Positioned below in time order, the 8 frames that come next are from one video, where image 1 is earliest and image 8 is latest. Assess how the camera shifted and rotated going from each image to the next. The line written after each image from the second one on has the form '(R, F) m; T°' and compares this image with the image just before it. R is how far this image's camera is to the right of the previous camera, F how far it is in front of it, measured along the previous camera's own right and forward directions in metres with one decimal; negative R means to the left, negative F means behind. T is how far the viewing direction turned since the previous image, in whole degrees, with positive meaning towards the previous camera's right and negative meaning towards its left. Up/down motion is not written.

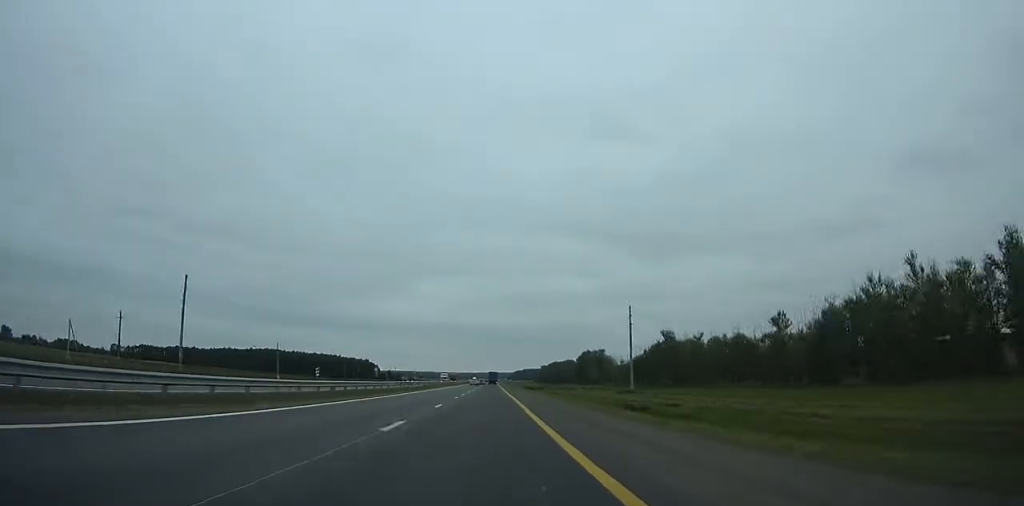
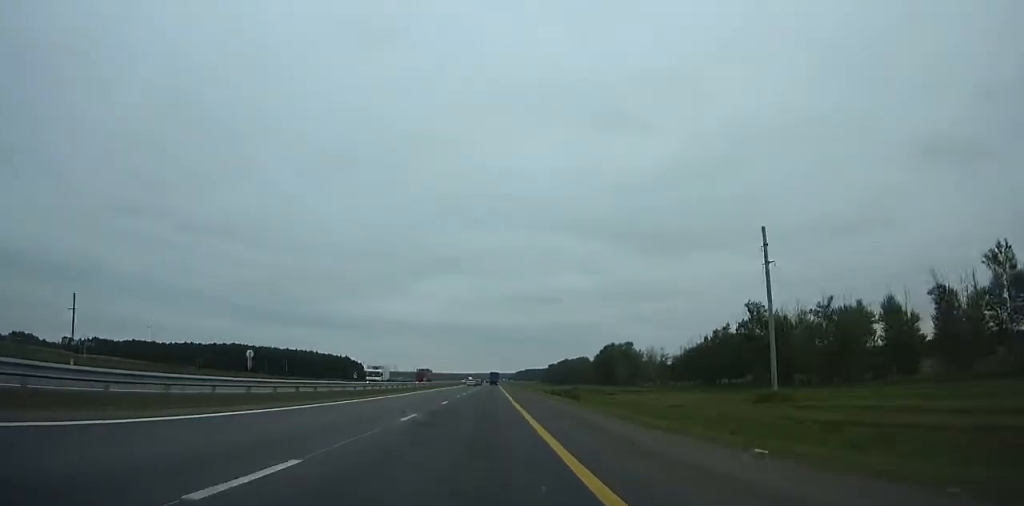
(-0.2, +67.3) m; 0°
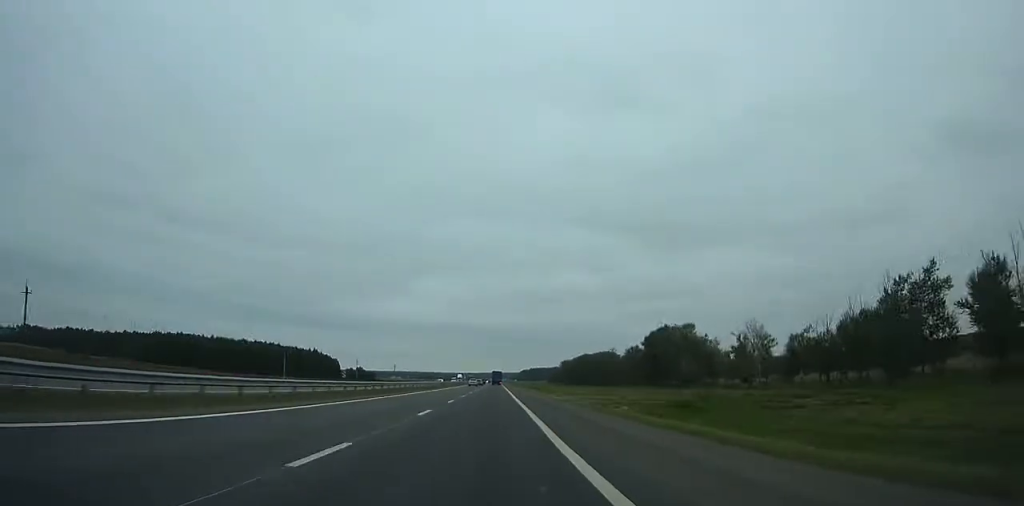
(-0.2, +82.0) m; 0°
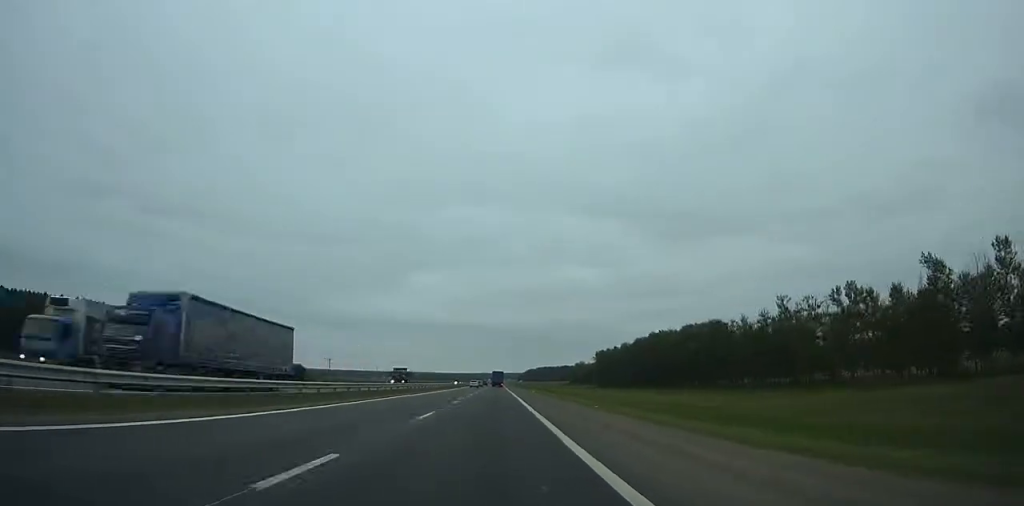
(-0.1, +172.0) m; 0°
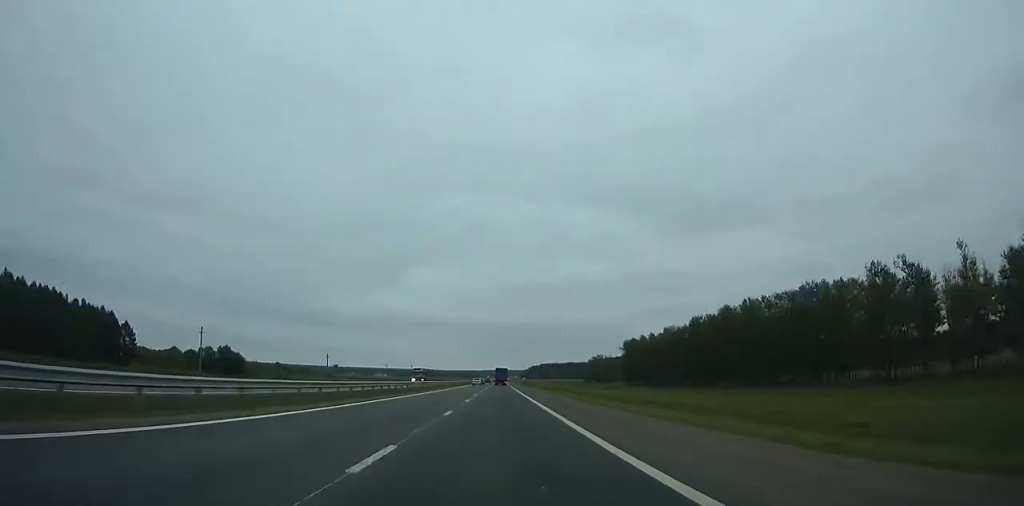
(-0.2, +69.7) m; 0°
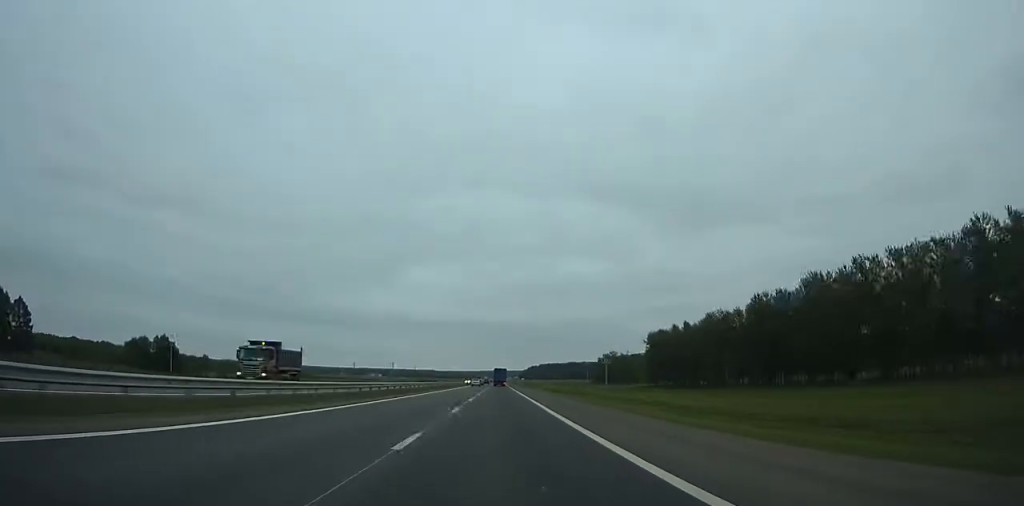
(0.0, +46.4) m; 0°
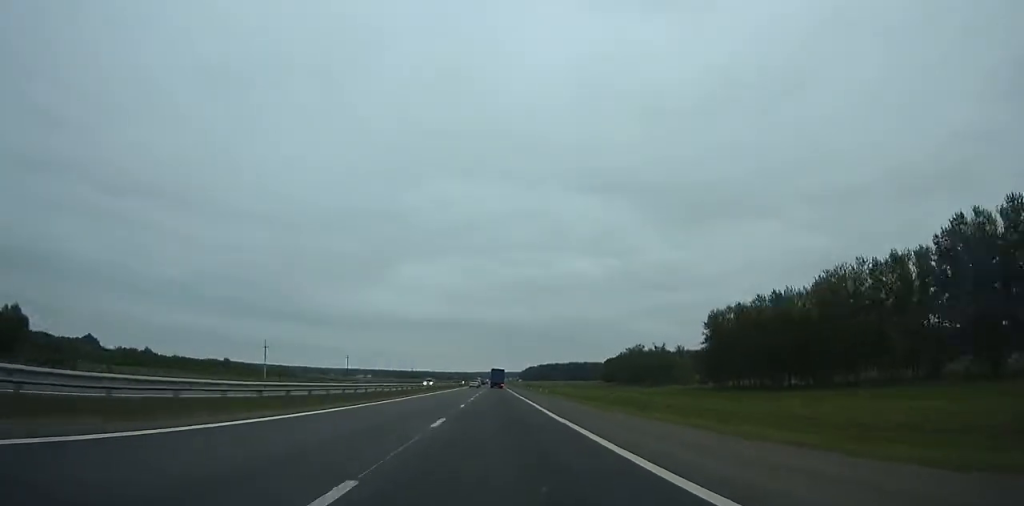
(+0.1, +66.5) m; 0°
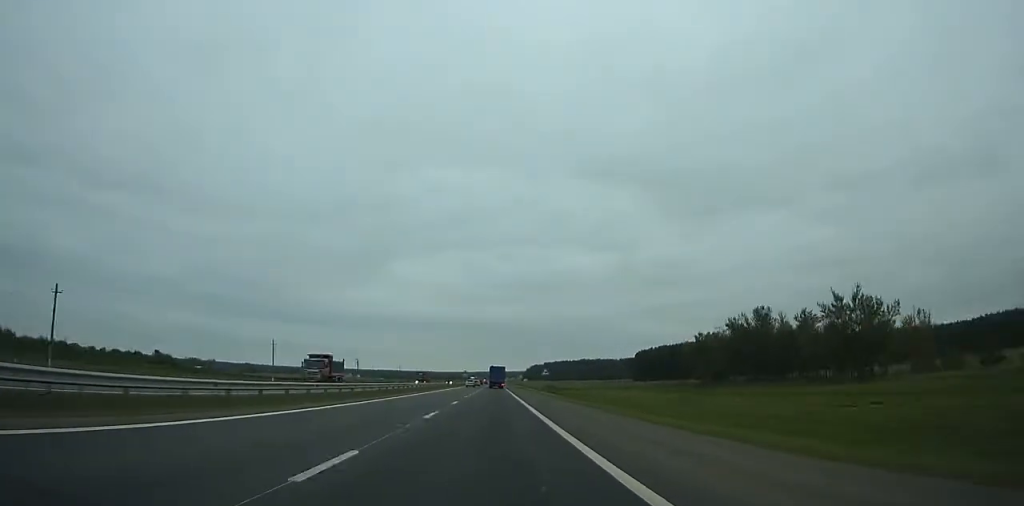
(+0.5, +118.1) m; 0°
